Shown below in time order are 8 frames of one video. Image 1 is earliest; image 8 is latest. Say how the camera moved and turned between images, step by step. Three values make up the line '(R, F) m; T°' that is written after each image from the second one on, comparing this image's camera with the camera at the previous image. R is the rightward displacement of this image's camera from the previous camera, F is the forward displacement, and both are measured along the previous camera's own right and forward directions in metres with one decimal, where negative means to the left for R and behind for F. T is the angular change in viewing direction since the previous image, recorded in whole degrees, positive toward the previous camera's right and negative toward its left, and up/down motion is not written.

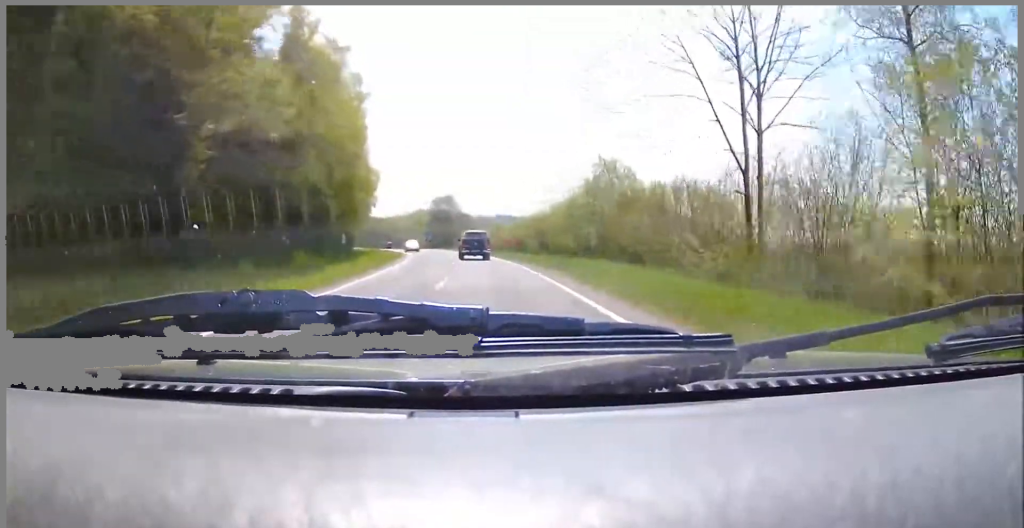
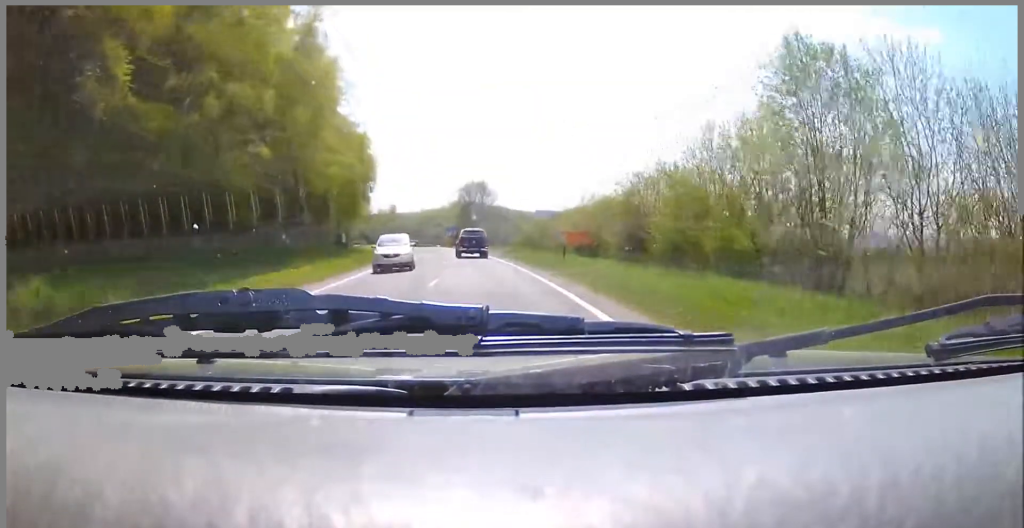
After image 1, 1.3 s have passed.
(-0.7, +26.4) m; -6°
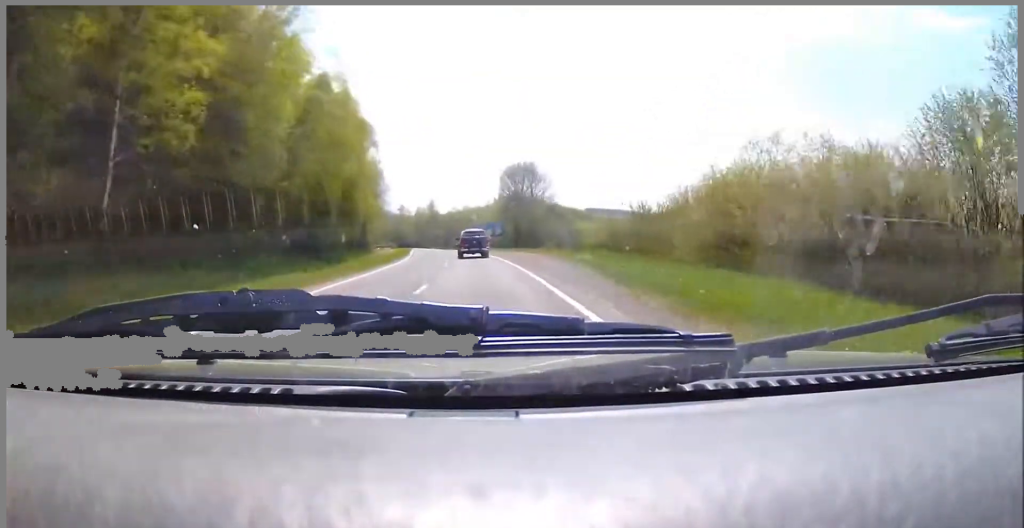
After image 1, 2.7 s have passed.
(-2.6, +27.3) m; -10°
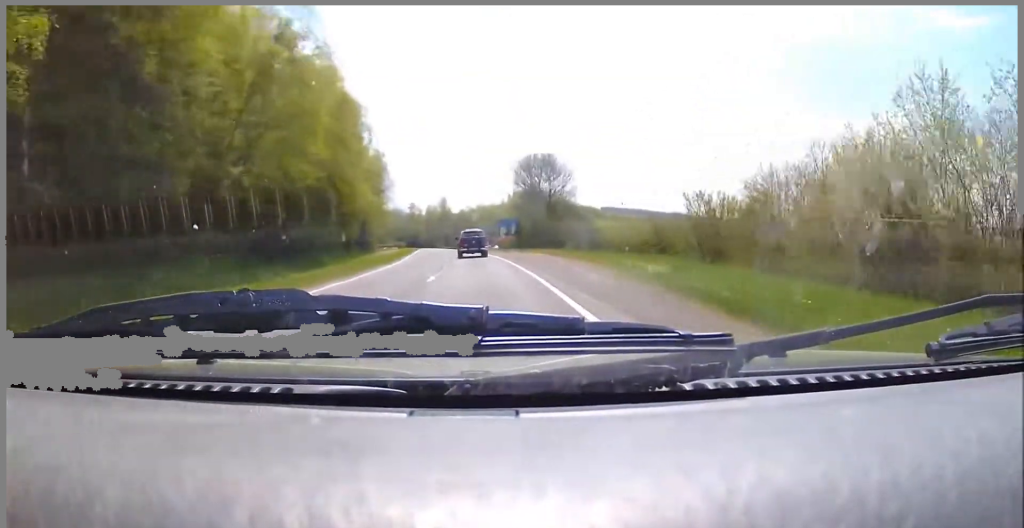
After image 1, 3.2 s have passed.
(-0.2, +9.0) m; -1°
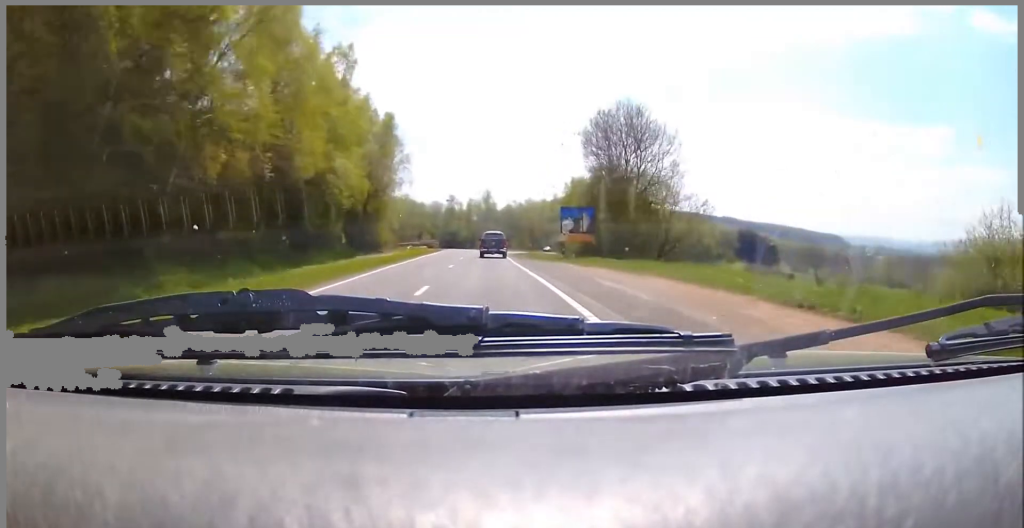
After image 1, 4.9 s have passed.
(-0.7, +29.2) m; -3°
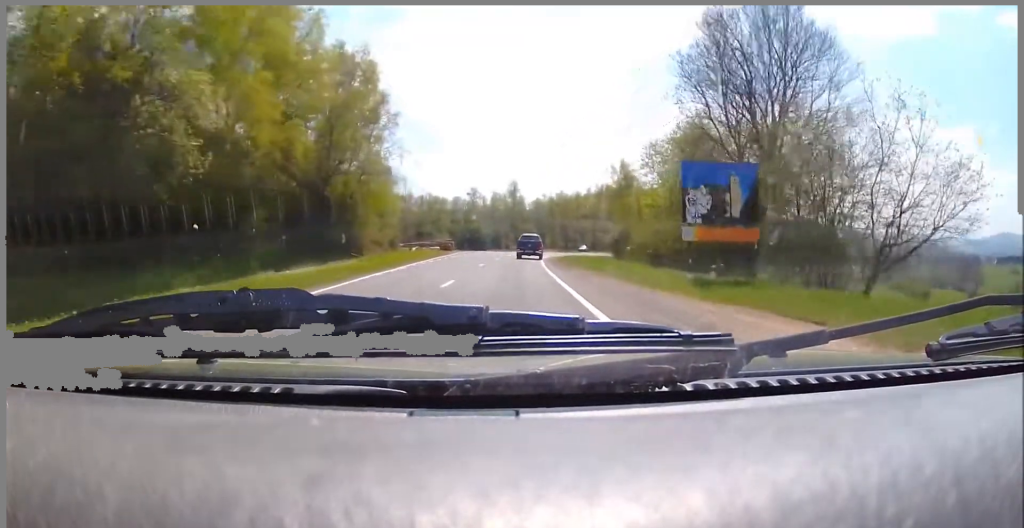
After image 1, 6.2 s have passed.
(-0.6, +23.8) m; -1°
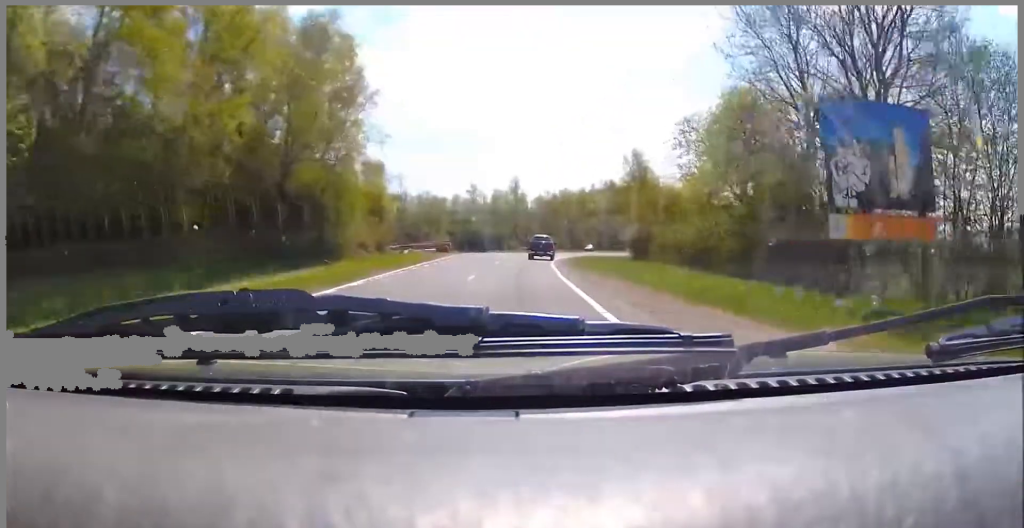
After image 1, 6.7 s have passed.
(-0.3, +8.4) m; +1°
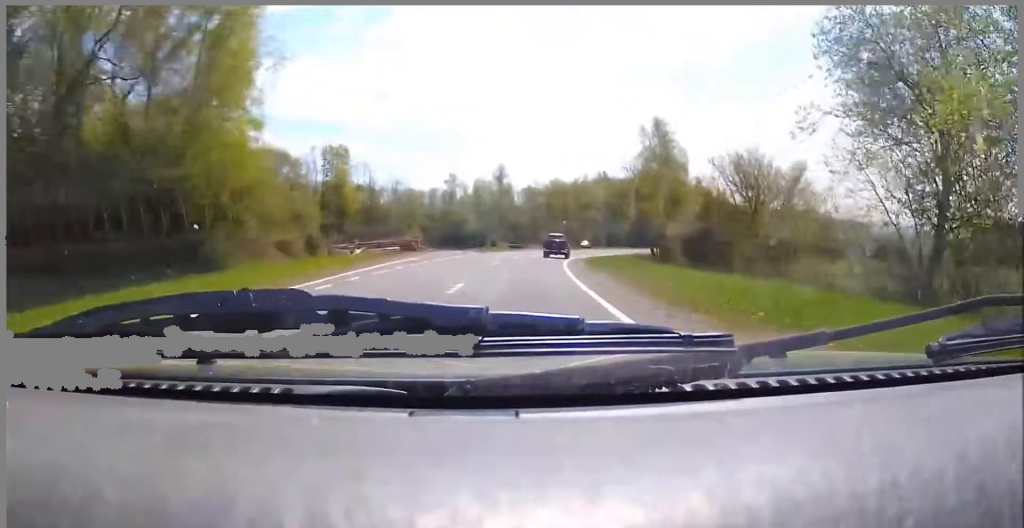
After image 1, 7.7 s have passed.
(+0.8, +19.0) m; +4°
